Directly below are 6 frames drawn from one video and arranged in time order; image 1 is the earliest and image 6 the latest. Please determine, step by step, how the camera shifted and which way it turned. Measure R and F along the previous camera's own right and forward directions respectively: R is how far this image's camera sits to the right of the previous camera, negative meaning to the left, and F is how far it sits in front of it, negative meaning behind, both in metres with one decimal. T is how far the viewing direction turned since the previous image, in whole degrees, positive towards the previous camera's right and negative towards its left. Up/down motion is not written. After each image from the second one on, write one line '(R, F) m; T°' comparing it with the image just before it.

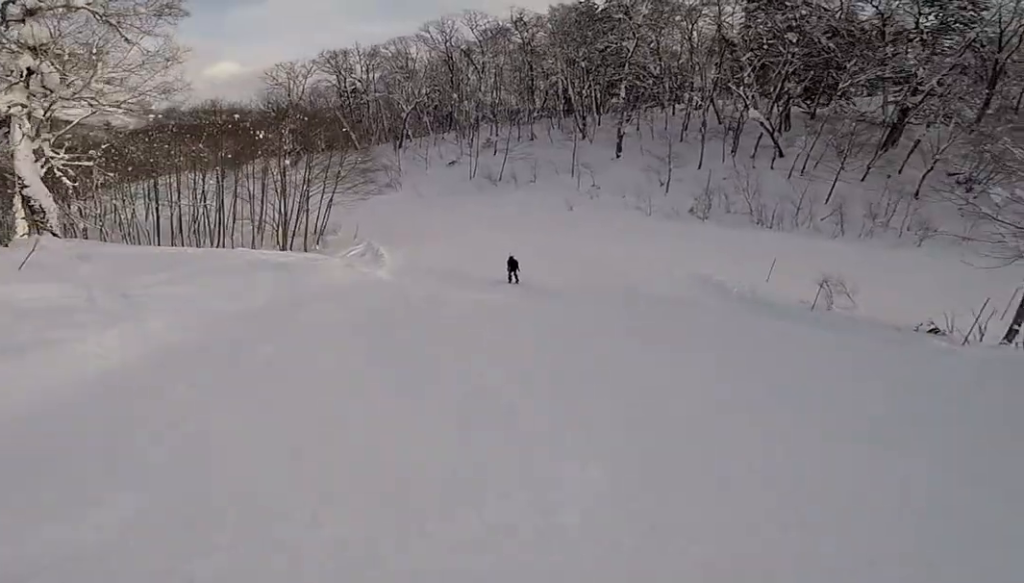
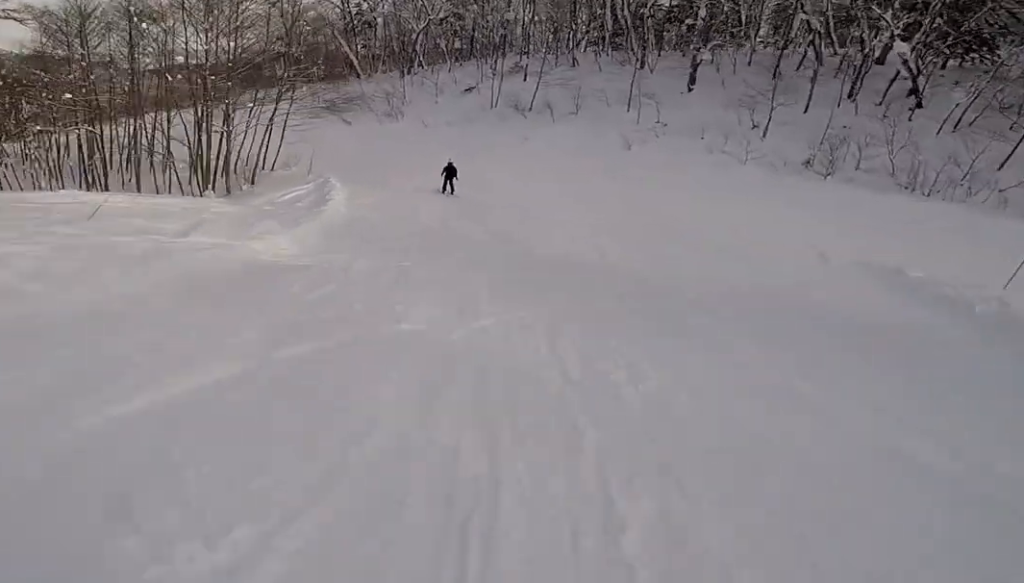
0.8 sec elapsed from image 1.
(+0.1, +11.0) m; -5°
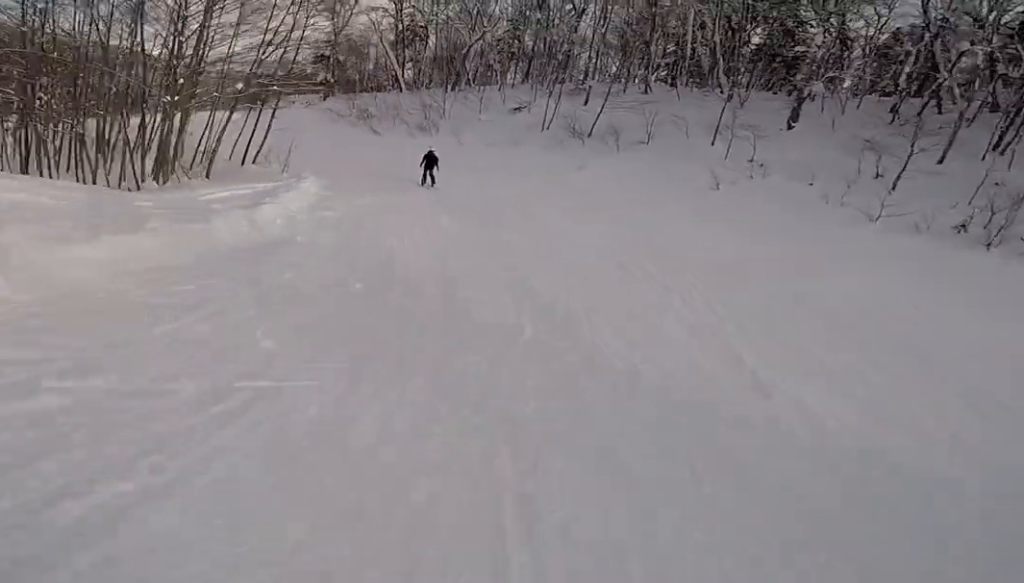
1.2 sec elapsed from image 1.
(-0.5, +6.2) m; -6°
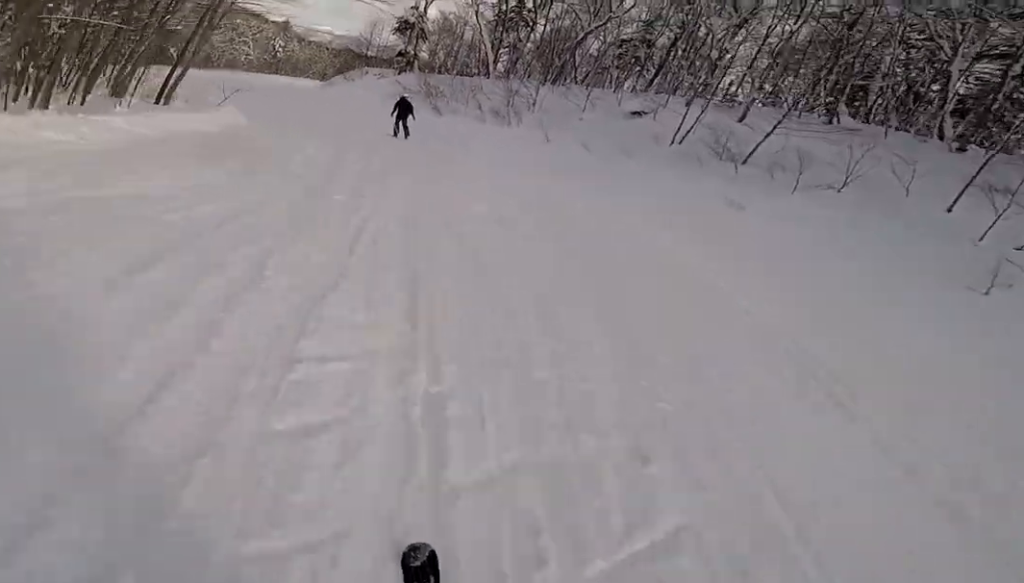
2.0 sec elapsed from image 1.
(-0.6, +9.3) m; -10°
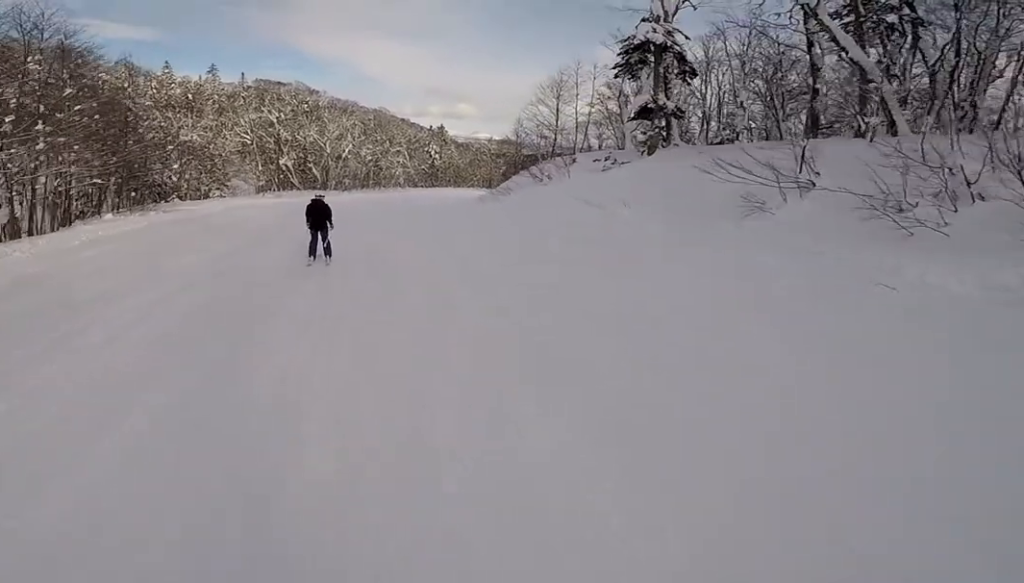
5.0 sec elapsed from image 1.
(-10.0, +32.6) m; -18°
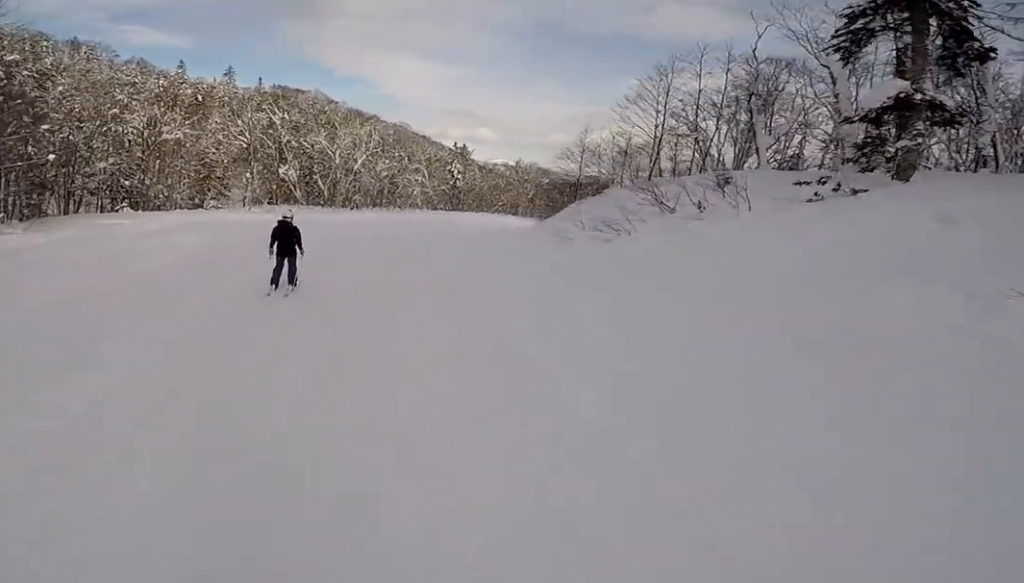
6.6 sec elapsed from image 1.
(-0.8, +14.8) m; -9°
